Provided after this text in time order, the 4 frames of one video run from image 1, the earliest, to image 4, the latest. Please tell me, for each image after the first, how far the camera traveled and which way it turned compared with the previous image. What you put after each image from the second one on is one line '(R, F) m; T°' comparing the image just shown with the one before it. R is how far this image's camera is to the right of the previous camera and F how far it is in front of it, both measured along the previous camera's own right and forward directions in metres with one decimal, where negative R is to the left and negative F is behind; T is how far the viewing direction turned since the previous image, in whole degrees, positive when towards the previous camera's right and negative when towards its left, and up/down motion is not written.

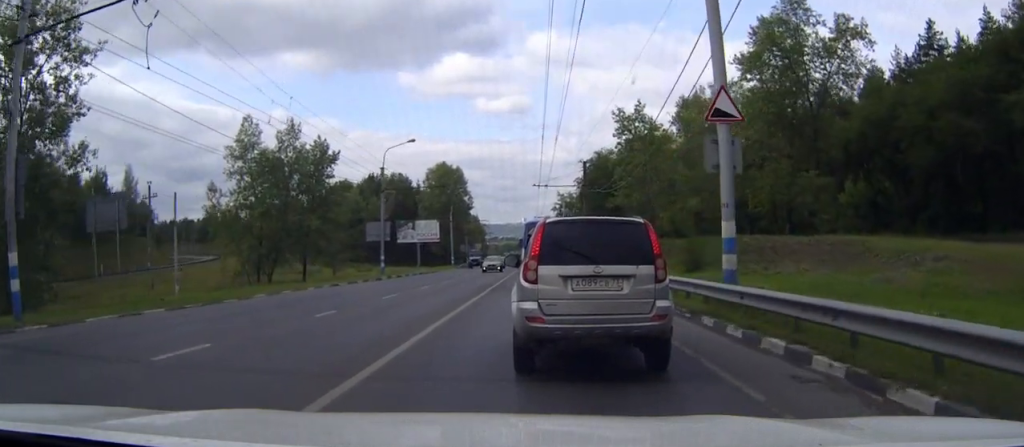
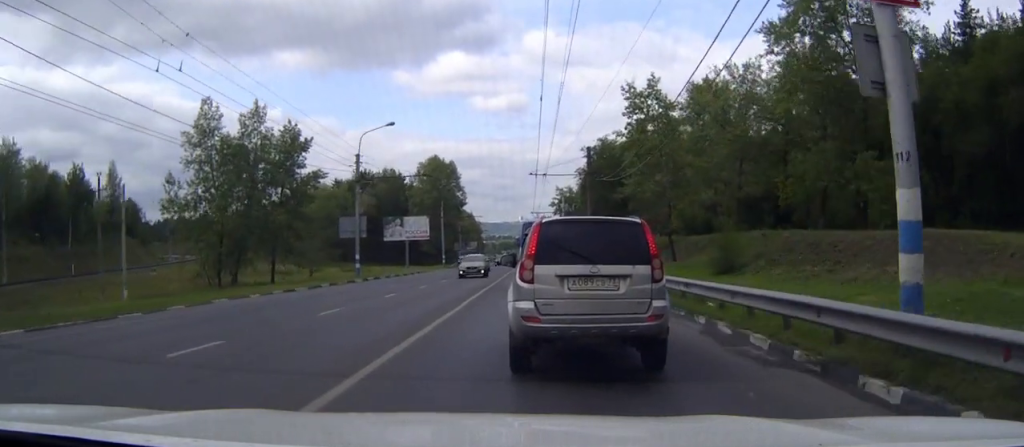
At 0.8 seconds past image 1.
(0.0, +7.5) m; 0°
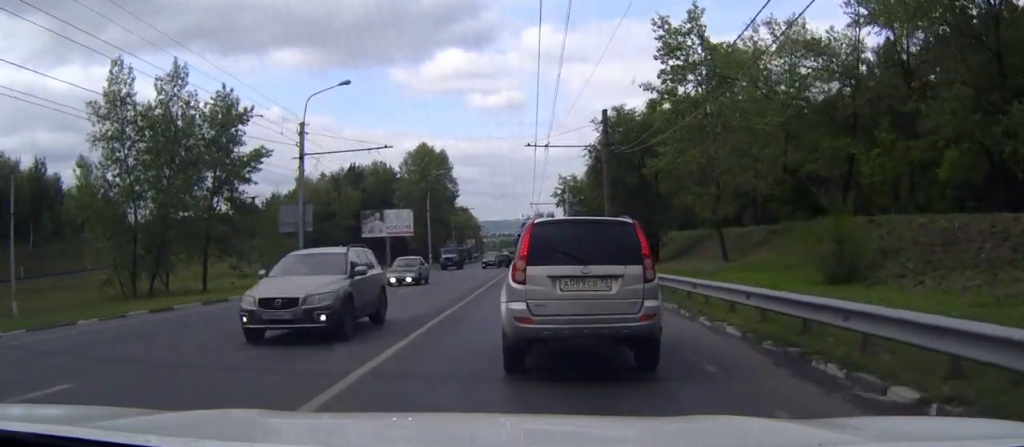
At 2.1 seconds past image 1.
(0.0, +12.7) m; 0°
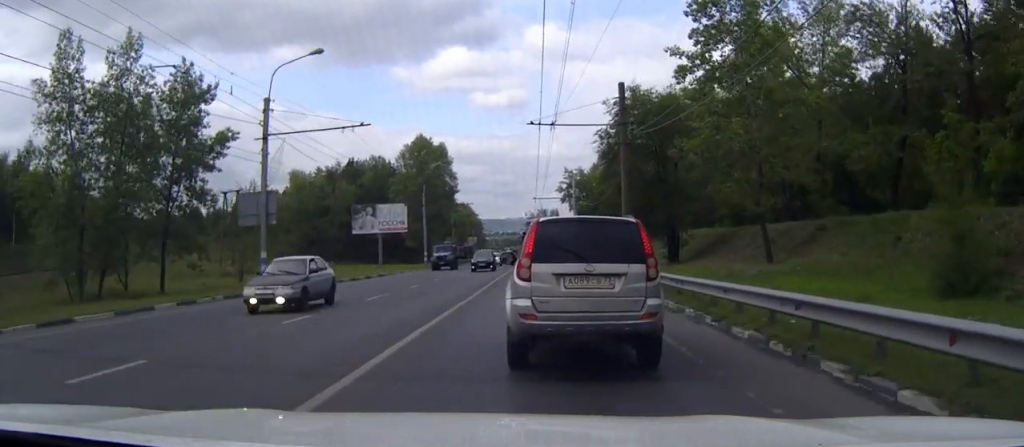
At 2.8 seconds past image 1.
(0.0, +6.2) m; 0°
